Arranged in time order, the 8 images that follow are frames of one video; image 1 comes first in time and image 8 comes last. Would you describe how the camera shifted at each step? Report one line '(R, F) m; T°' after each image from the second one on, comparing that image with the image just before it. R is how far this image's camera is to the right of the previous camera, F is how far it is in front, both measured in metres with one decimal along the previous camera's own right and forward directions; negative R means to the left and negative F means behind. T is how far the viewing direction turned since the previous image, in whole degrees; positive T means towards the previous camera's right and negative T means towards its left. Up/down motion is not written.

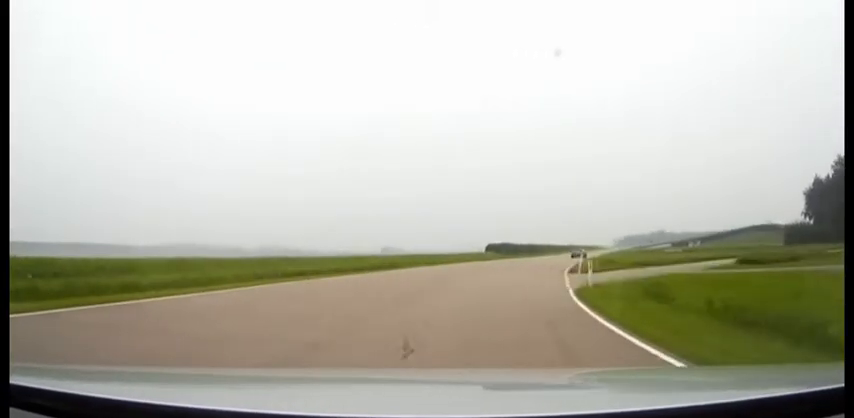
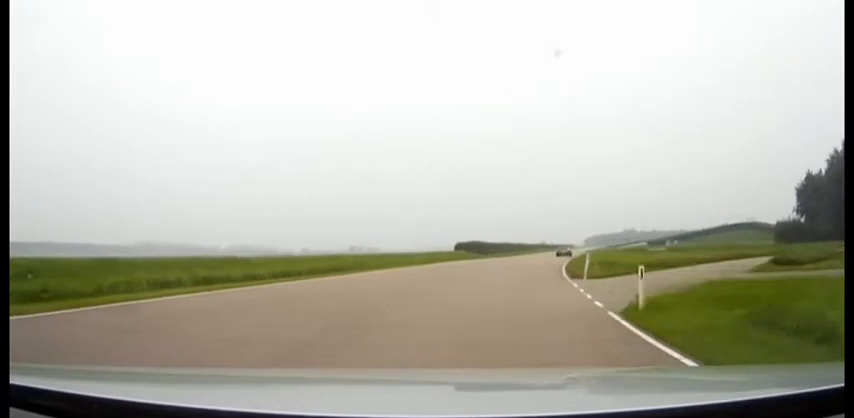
(+0.1, +7.3) m; +3°
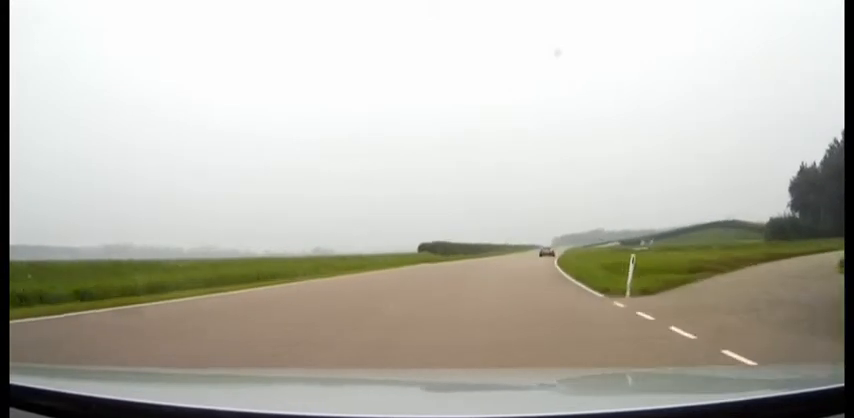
(+0.4, +9.2) m; +3°
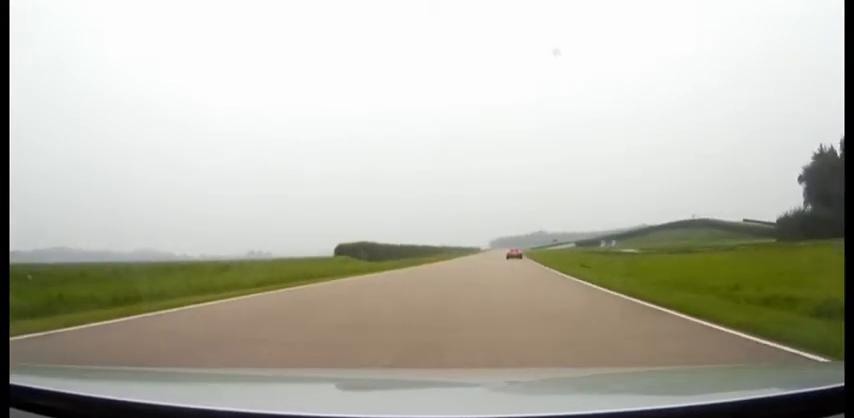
(+1.3, +22.7) m; +6°
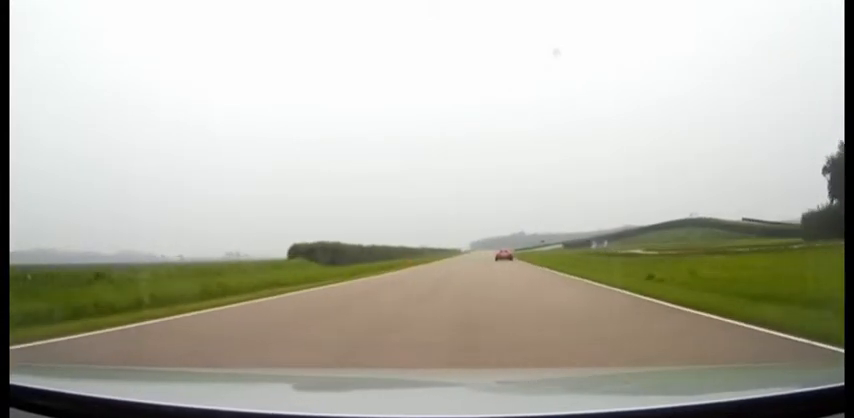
(+0.3, +12.4) m; +2°
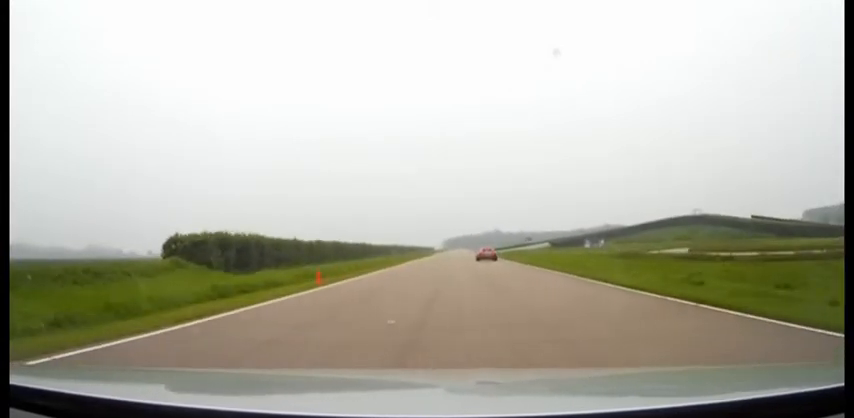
(+0.5, +21.7) m; +2°
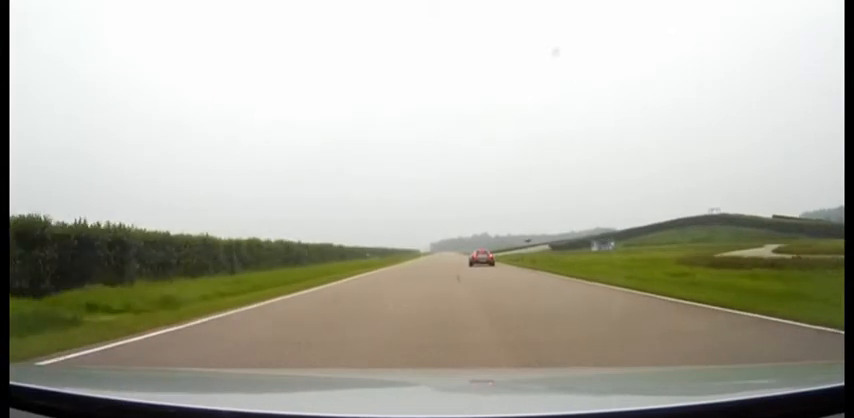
(+0.3, +19.1) m; +2°
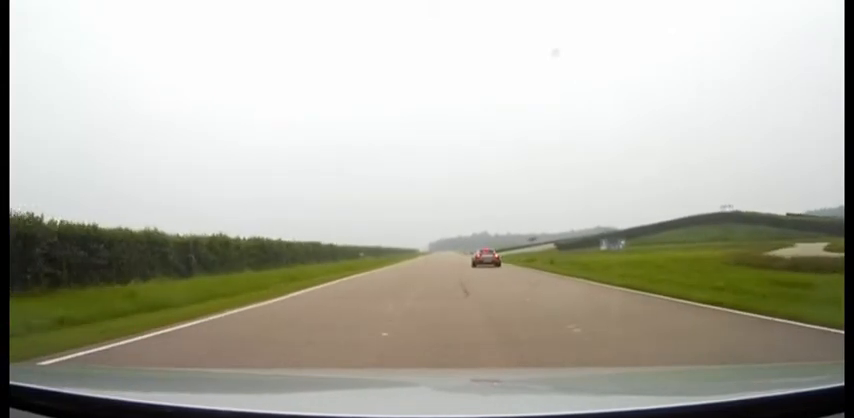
(0.0, +7.3) m; +1°
